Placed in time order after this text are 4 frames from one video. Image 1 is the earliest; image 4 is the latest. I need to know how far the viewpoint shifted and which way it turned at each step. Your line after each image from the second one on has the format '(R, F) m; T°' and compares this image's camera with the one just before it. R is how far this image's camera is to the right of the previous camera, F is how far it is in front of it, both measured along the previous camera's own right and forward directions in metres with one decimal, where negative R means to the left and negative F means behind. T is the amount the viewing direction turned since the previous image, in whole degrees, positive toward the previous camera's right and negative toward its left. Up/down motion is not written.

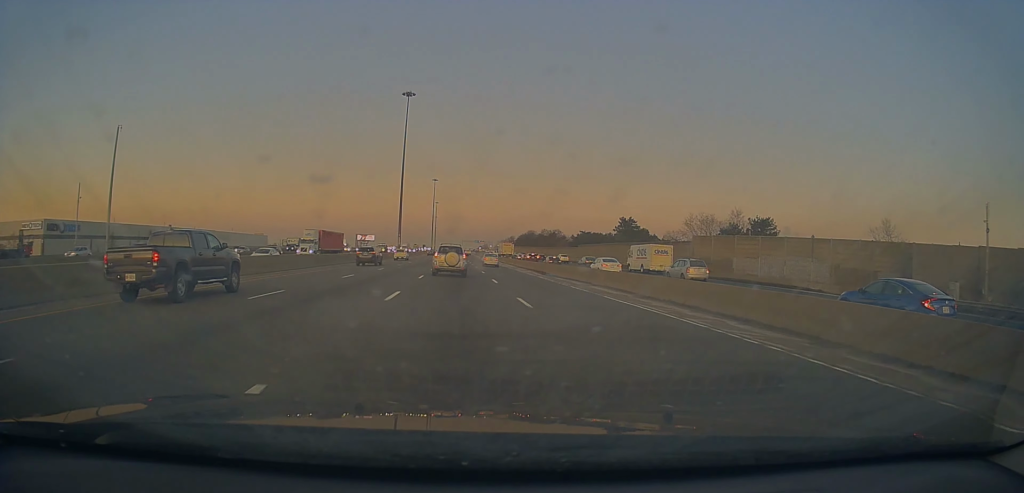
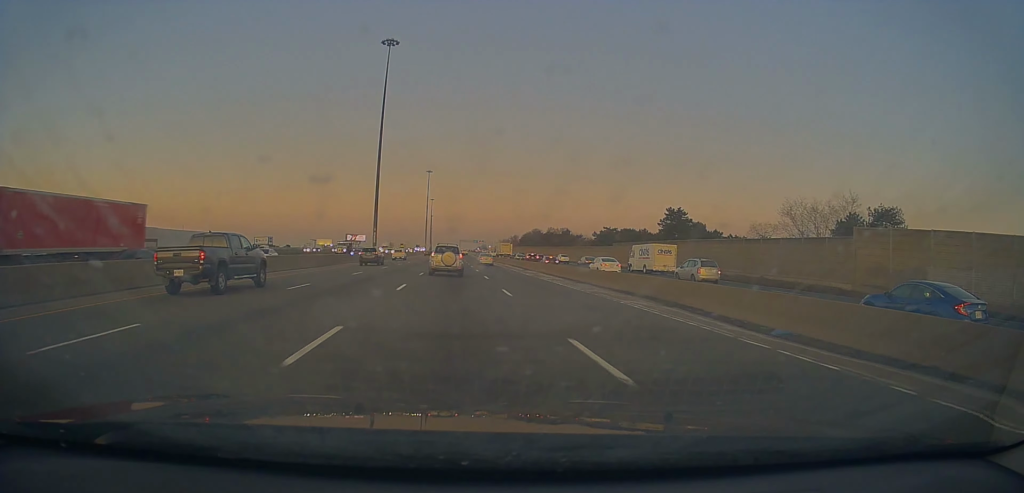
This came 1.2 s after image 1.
(+0.6, +32.5) m; -1°
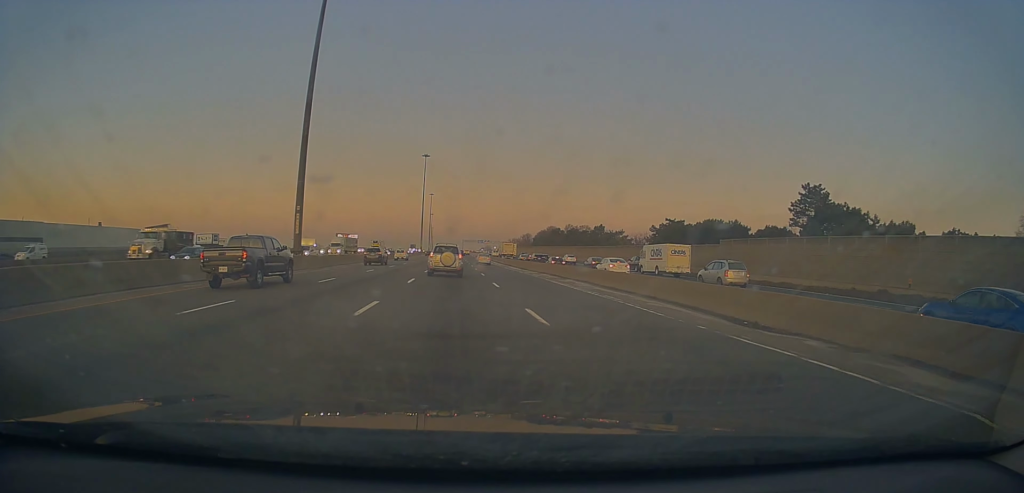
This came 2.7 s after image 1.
(-0.9, +43.7) m; 0°
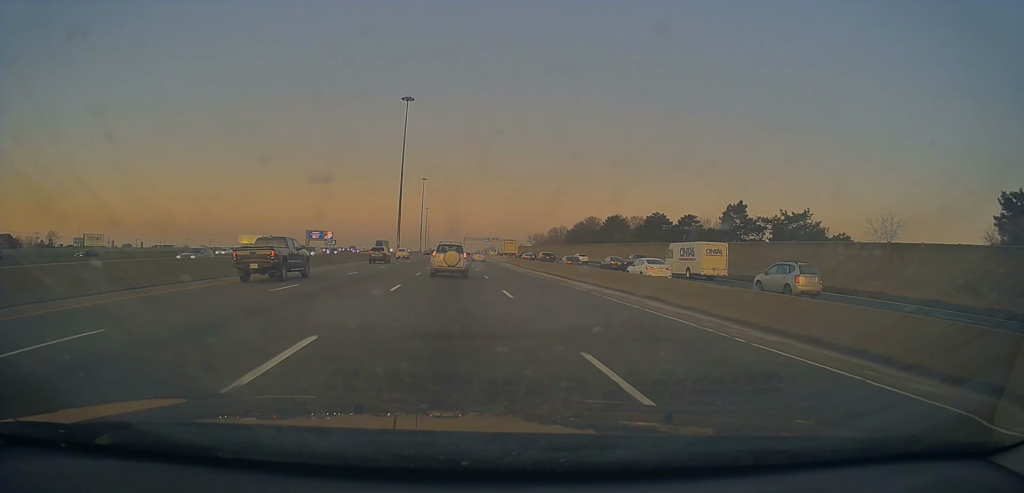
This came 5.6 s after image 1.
(-0.2, +78.8) m; -1°
